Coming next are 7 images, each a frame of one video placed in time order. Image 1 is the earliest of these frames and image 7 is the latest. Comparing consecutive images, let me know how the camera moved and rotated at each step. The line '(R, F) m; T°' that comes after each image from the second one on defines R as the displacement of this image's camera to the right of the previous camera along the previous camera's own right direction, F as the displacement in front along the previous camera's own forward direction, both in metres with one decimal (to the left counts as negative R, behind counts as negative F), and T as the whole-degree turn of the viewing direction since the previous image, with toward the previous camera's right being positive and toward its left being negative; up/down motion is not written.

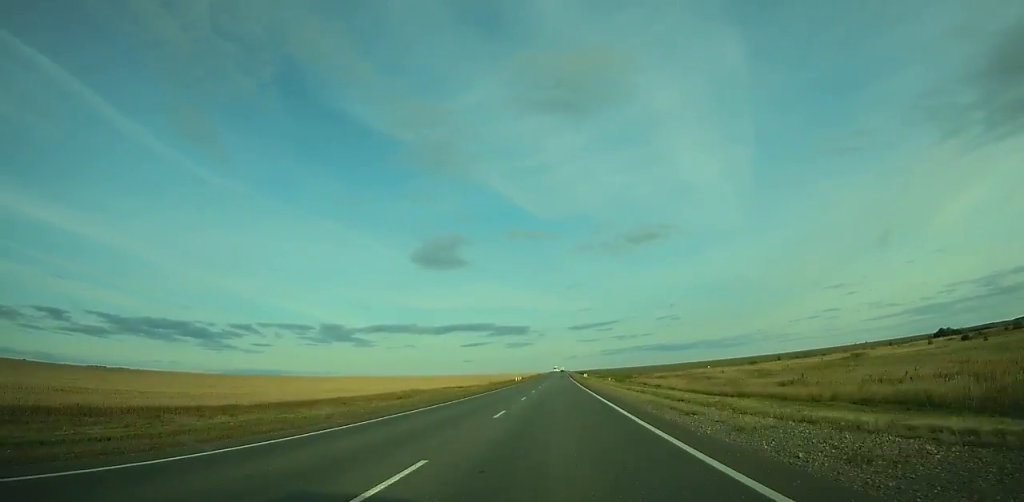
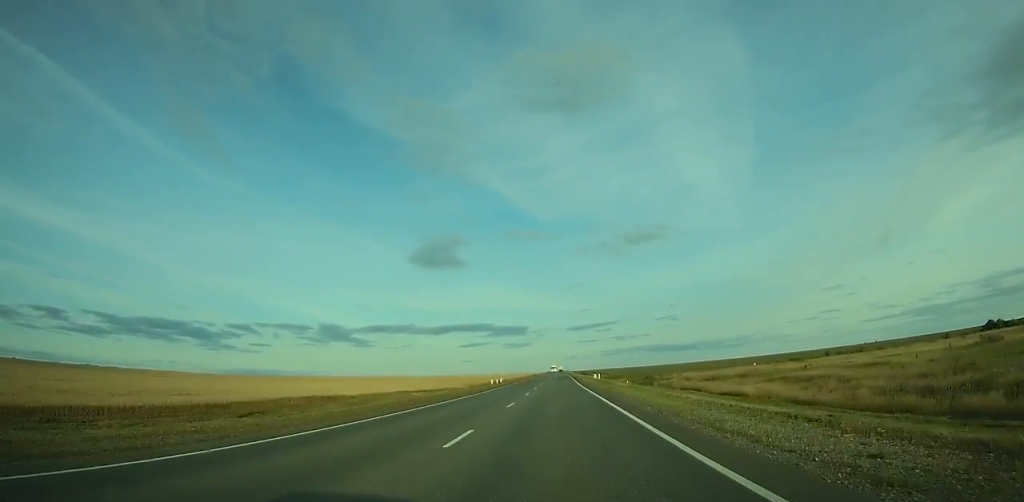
(0.0, +42.0) m; 0°
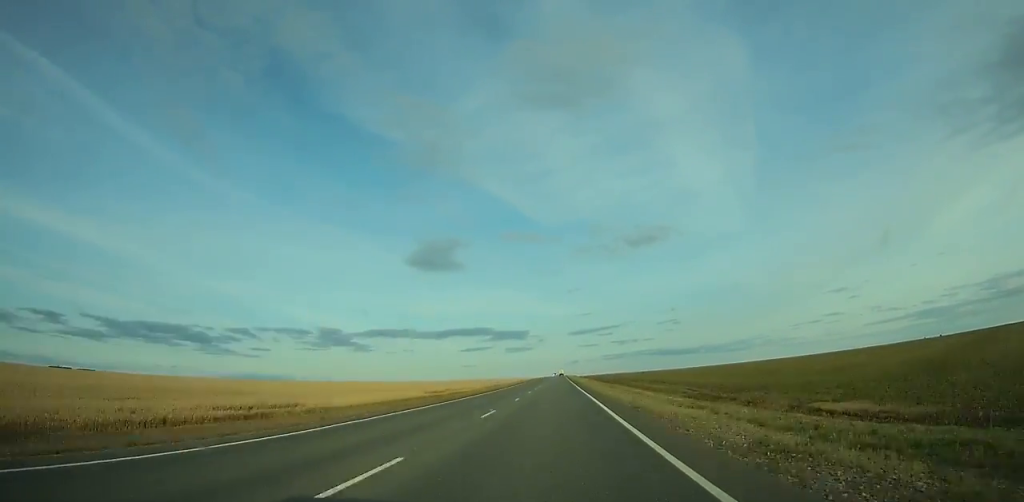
(+1.0, +199.6) m; 0°
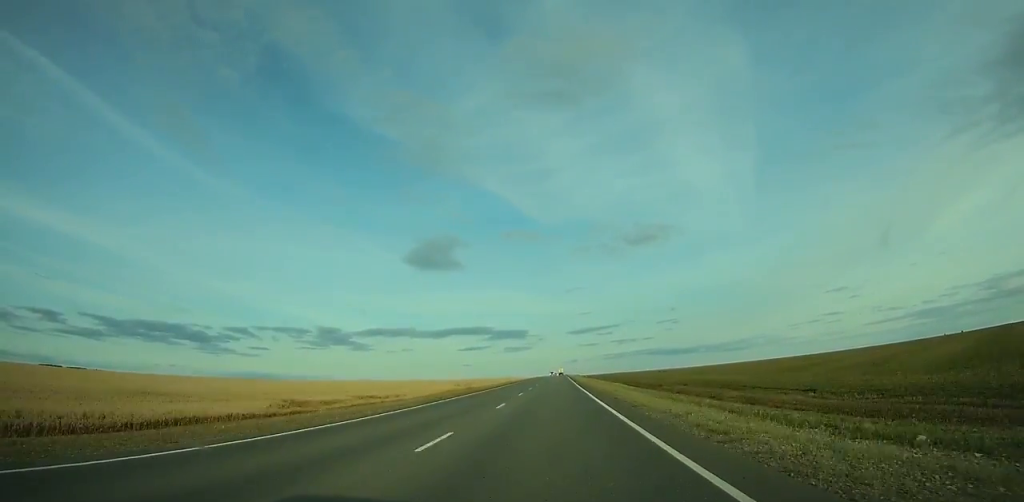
(+0.1, +55.8) m; 0°
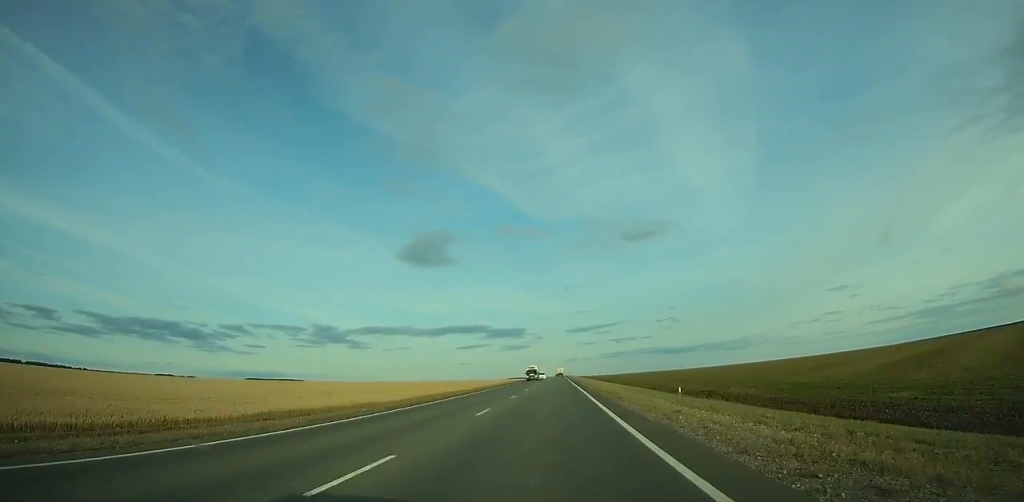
(-0.3, +239.4) m; 0°
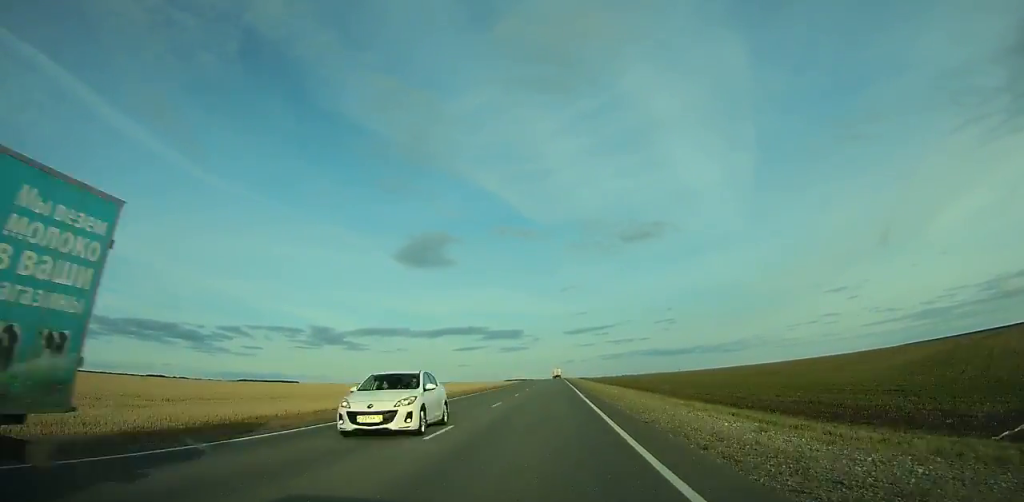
(0.0, +57.1) m; 0°
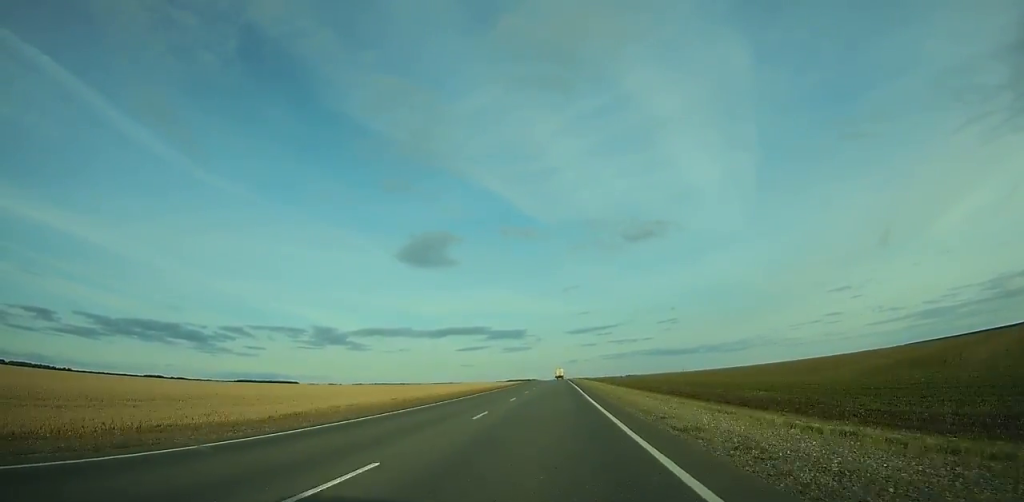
(+0.1, +44.5) m; 0°
